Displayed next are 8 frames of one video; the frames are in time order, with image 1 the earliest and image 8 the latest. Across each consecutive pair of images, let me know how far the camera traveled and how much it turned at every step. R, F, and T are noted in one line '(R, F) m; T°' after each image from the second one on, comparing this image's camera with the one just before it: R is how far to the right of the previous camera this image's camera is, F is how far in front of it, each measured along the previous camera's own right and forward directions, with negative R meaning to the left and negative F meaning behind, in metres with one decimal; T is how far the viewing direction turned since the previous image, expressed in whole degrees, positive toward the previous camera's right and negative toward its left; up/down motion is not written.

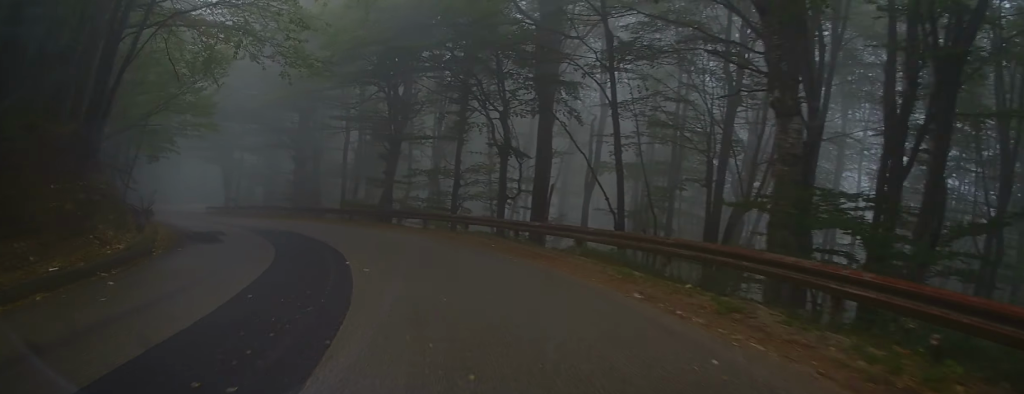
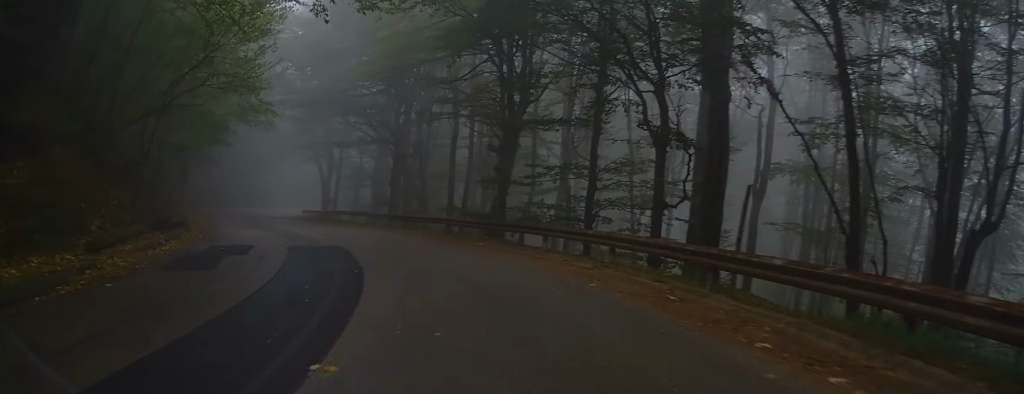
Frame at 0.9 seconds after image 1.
(-0.8, +7.7) m; -12°
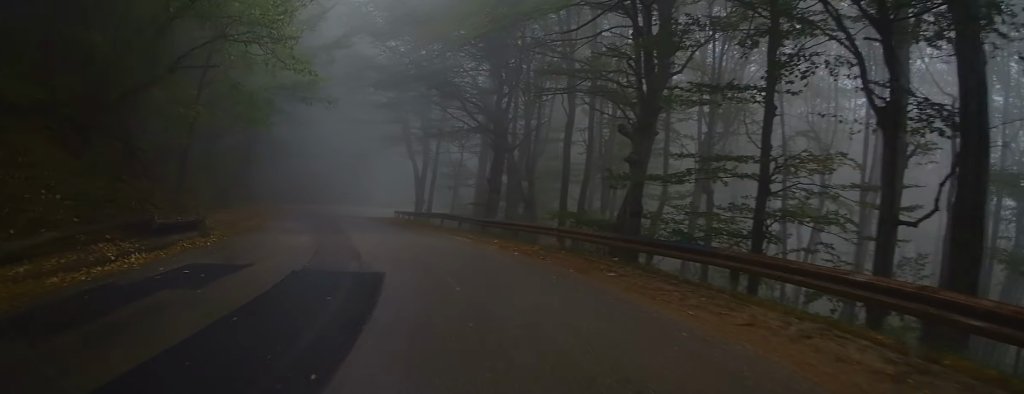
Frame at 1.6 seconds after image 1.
(-0.6, +6.6) m; -10°
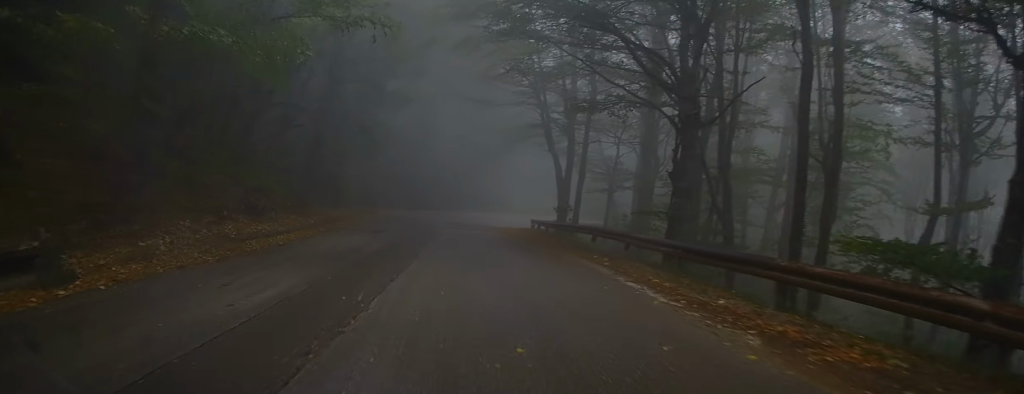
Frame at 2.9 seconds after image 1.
(-1.5, +11.1) m; -11°
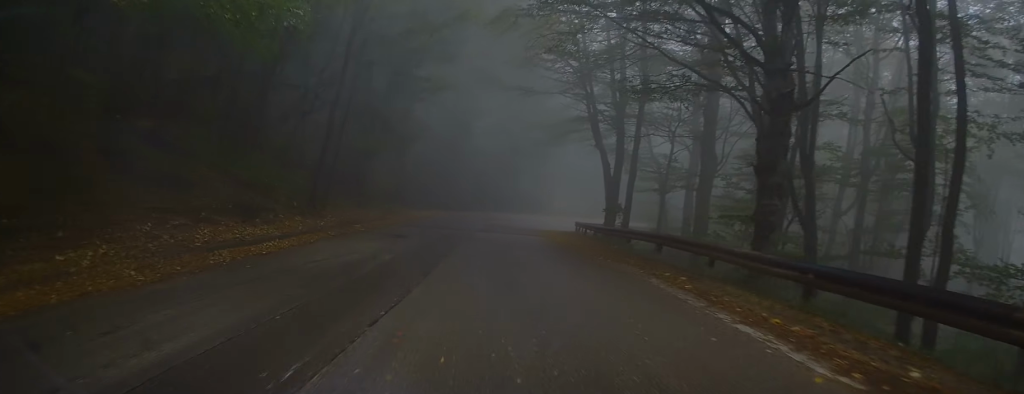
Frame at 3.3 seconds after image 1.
(-0.1, +3.7) m; -2°
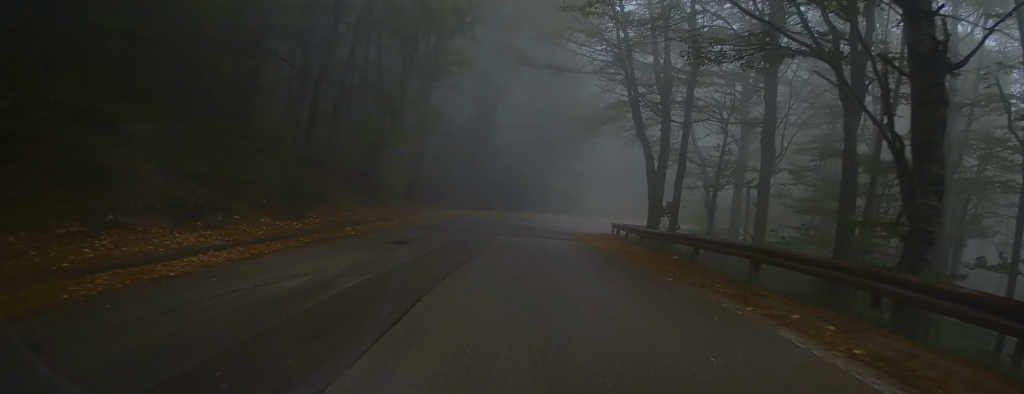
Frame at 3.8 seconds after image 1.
(-0.1, +4.7) m; +1°
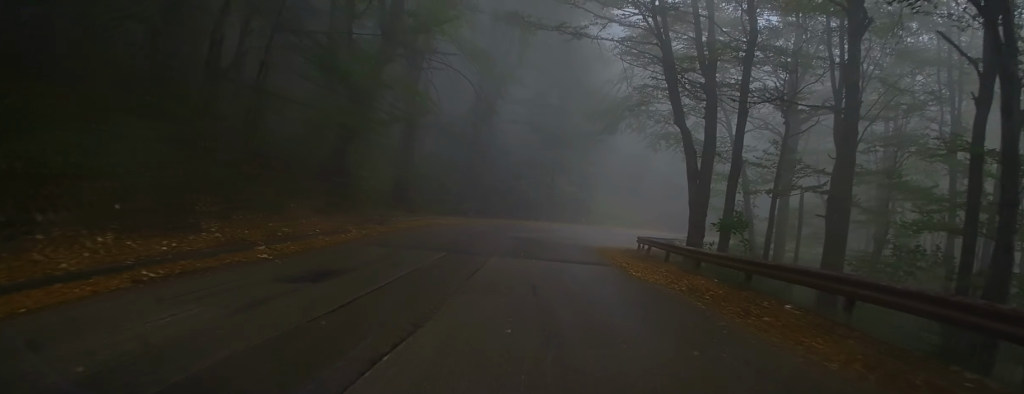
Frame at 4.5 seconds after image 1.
(-0.1, +6.5) m; +1°
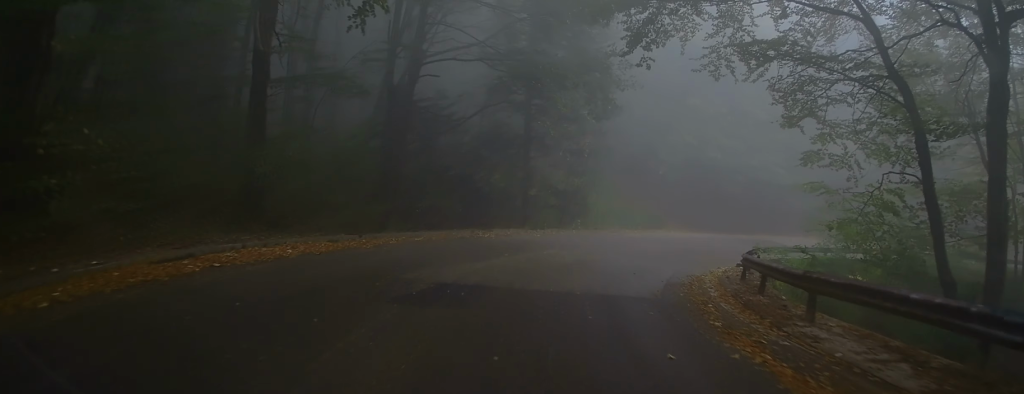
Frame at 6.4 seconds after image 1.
(-0.2, +15.4) m; -1°
